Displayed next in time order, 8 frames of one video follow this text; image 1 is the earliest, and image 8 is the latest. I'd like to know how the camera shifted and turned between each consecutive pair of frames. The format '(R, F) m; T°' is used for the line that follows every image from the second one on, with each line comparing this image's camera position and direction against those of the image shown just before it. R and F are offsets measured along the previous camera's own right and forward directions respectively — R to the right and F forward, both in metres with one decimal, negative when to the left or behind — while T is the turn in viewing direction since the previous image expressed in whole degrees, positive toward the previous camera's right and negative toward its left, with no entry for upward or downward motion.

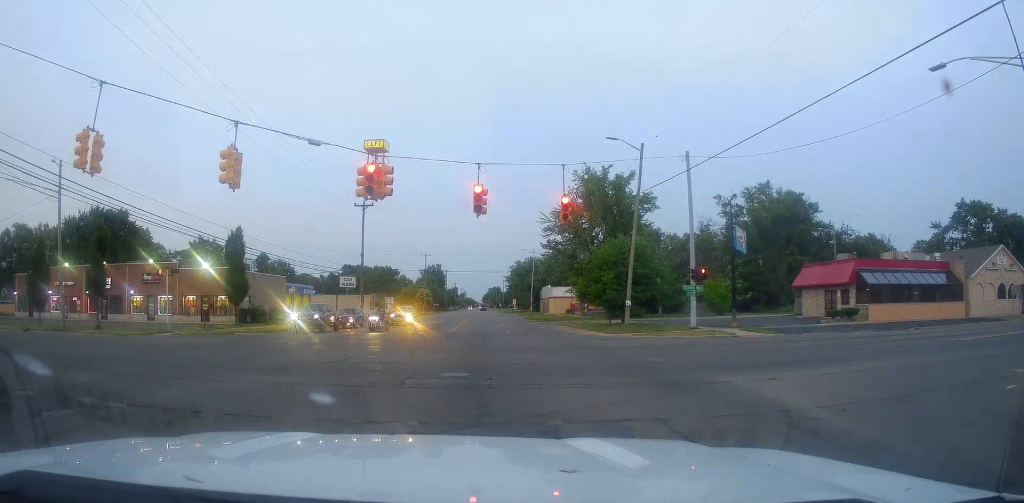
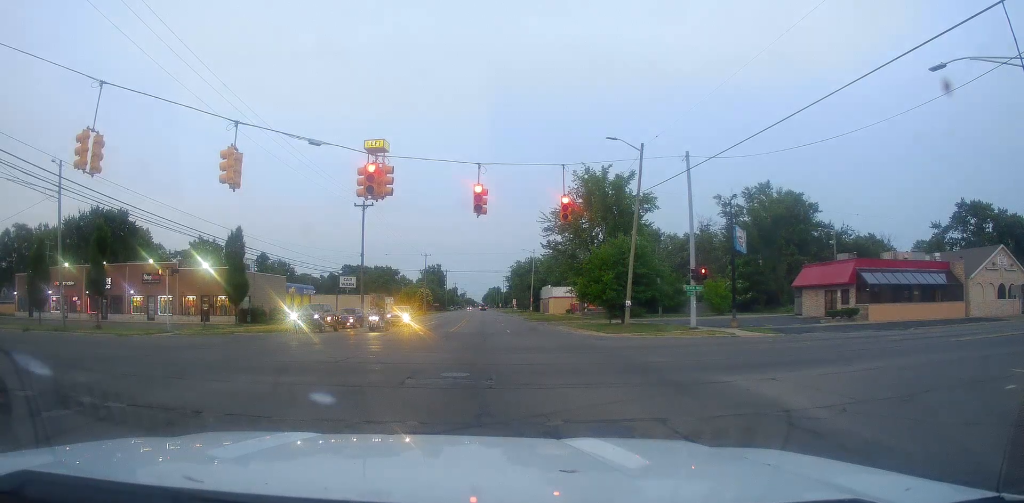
(0.0, 0.0) m; 0°
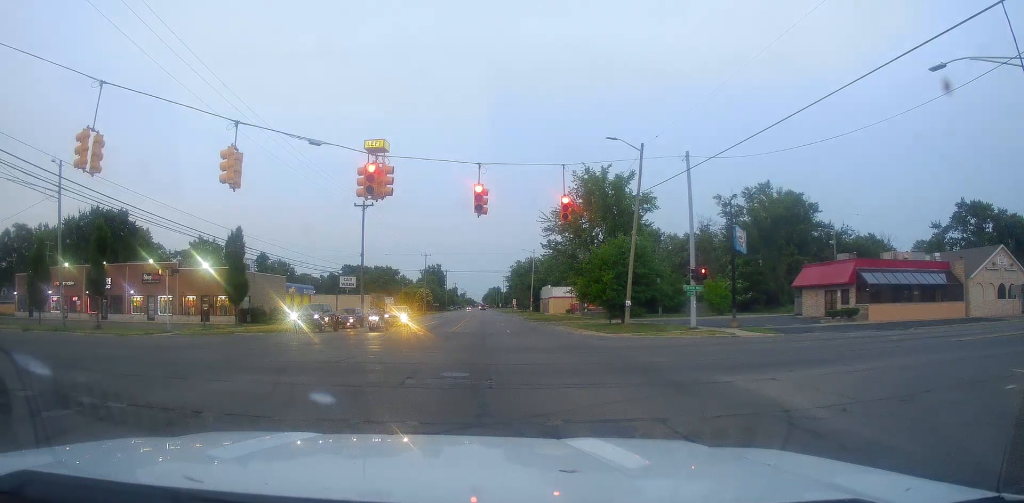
(0.0, 0.0) m; 0°
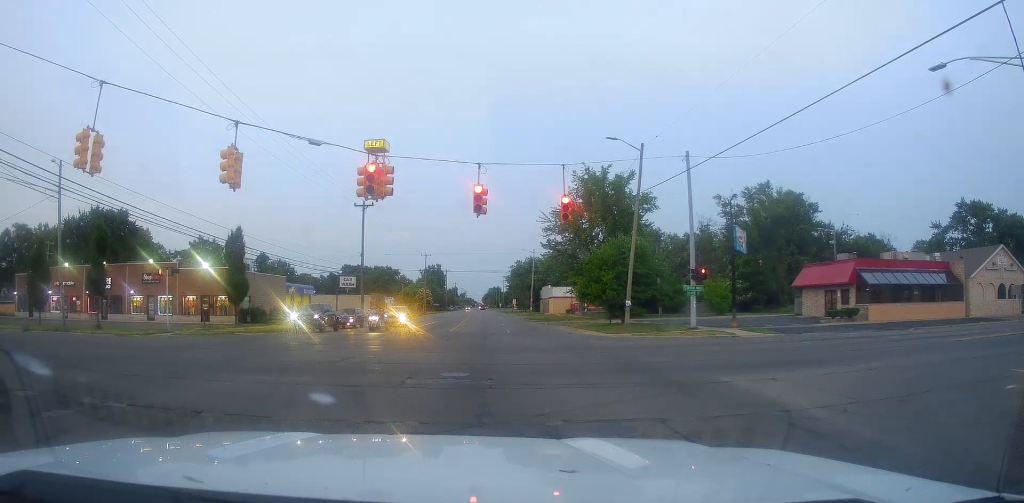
(0.0, 0.0) m; 0°
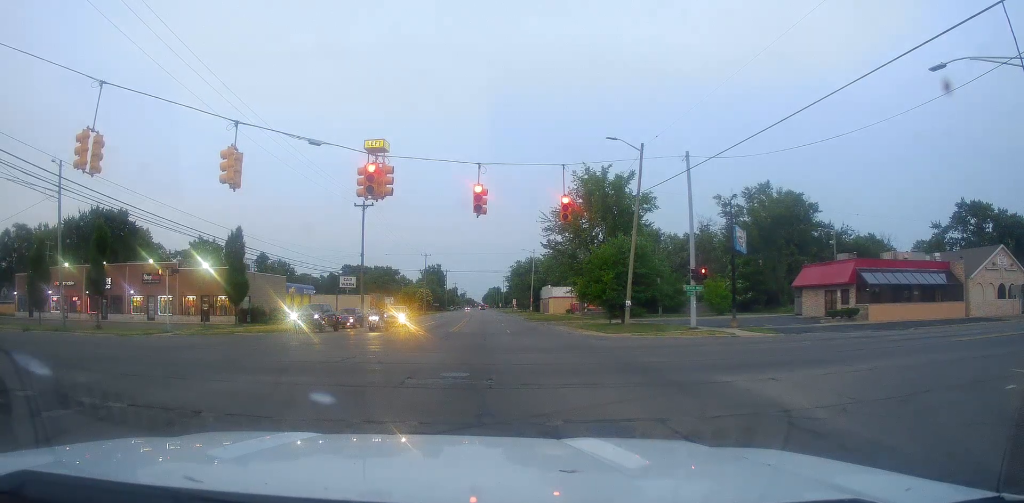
(0.0, 0.0) m; 0°
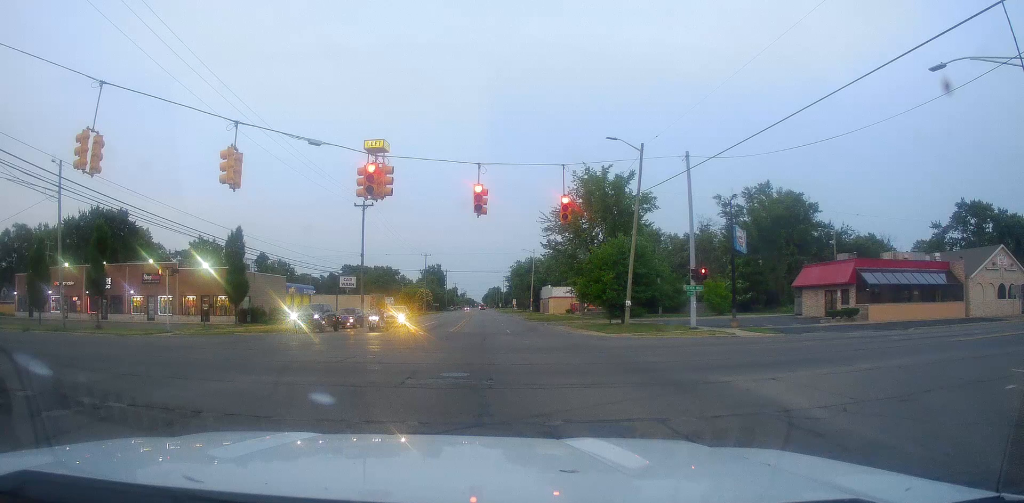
(0.0, 0.0) m; 0°
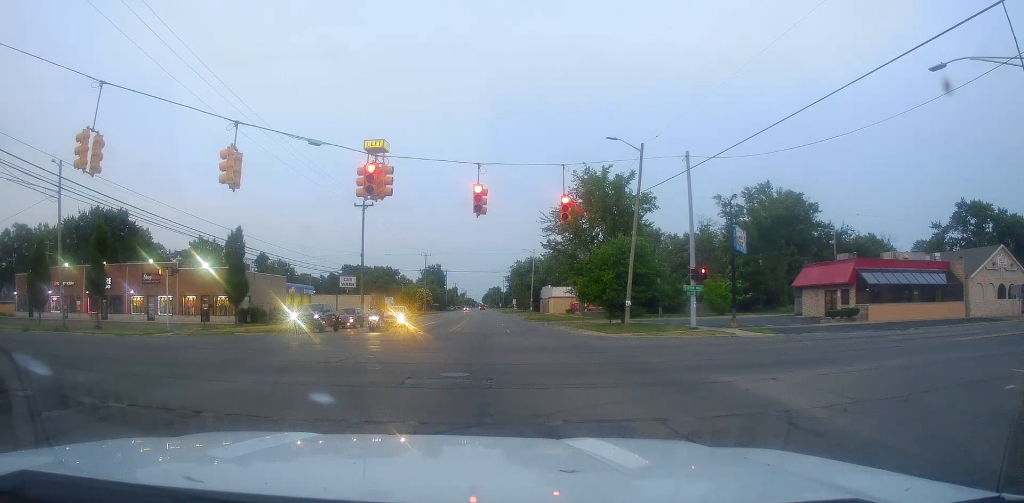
(0.0, 0.0) m; 0°
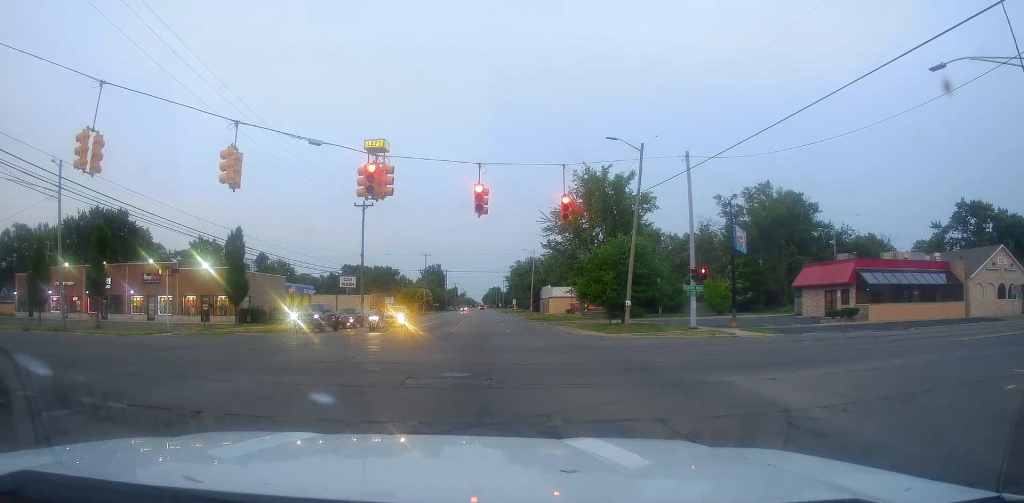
(0.0, 0.0) m; 0°
